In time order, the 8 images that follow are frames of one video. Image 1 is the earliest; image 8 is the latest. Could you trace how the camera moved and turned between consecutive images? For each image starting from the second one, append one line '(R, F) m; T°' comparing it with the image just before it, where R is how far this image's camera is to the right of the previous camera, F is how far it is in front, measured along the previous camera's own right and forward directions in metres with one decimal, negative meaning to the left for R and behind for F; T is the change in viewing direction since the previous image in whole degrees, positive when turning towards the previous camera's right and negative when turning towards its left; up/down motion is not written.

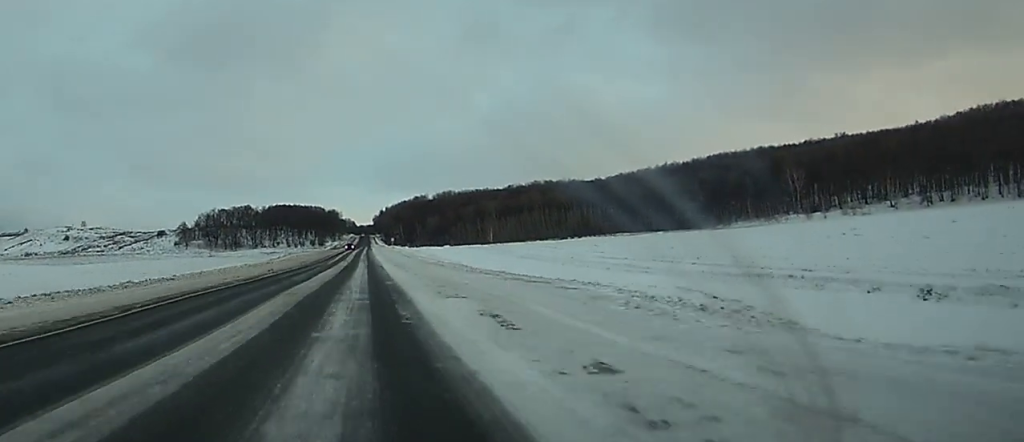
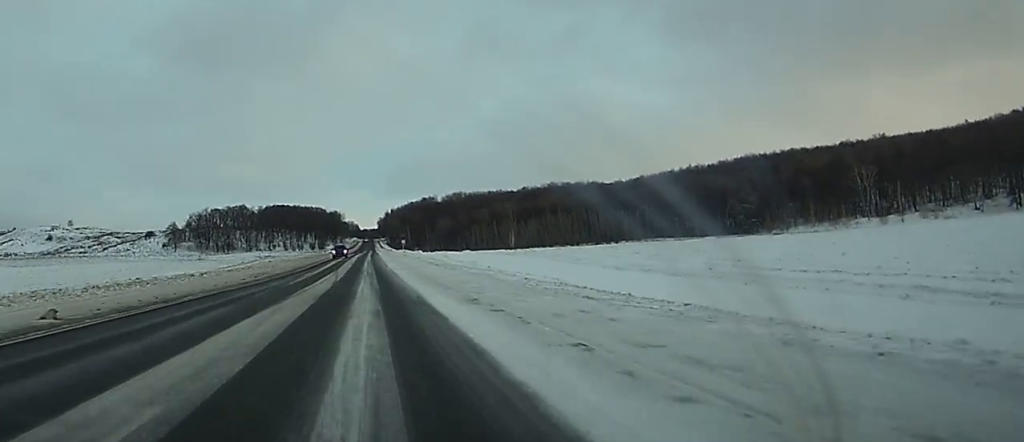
(0.0, +44.1) m; 0°
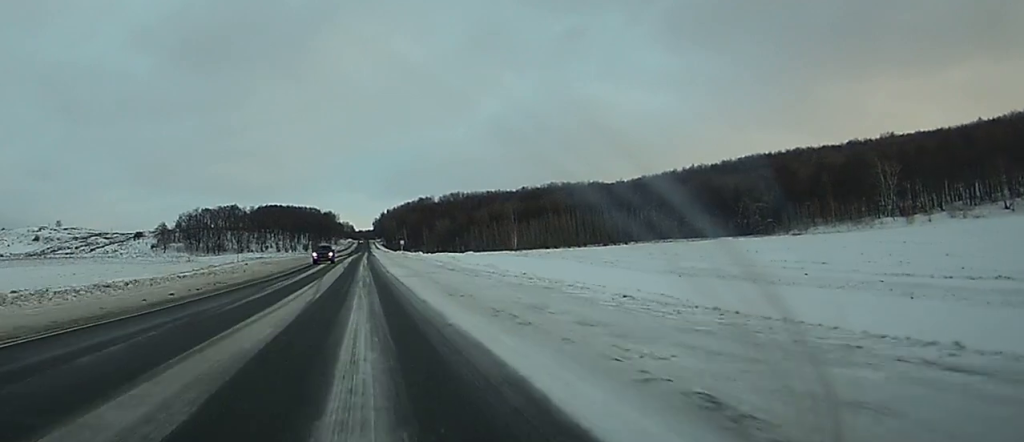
(0.0, +15.9) m; 0°
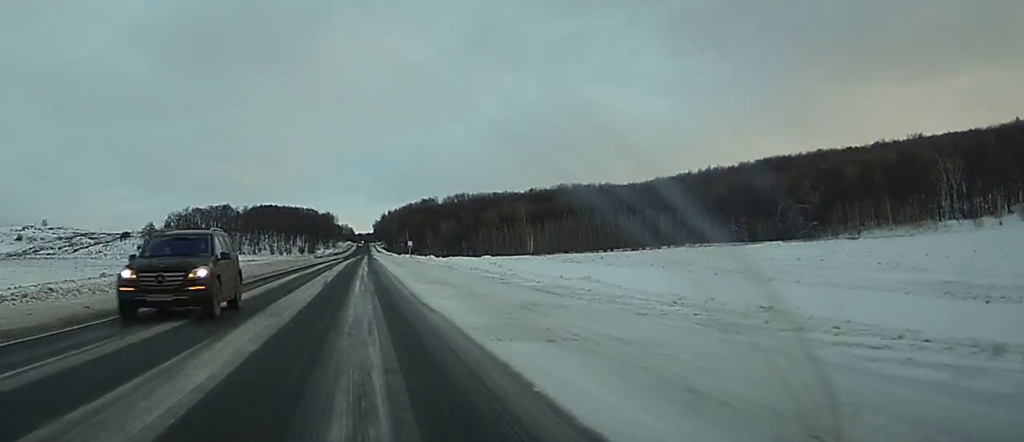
(0.0, +30.2) m; 0°
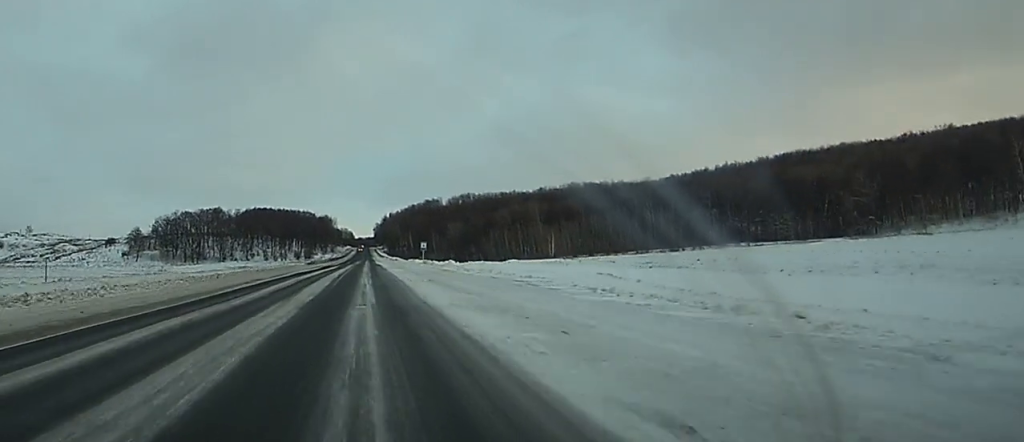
(0.0, +30.5) m; 0°
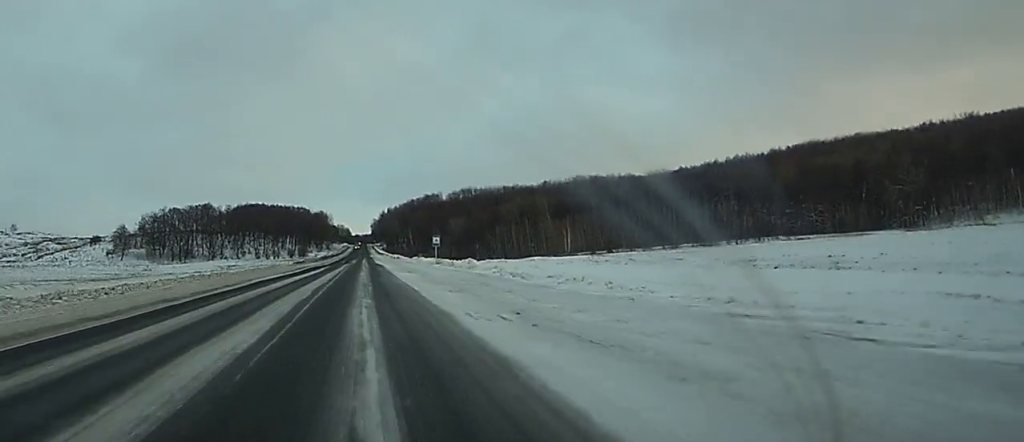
(0.0, +22.7) m; 0°
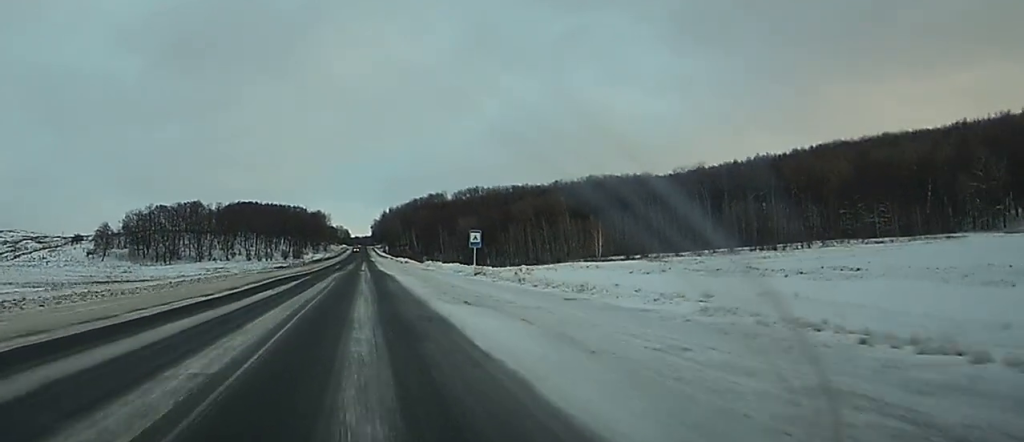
(0.0, +30.2) m; 0°
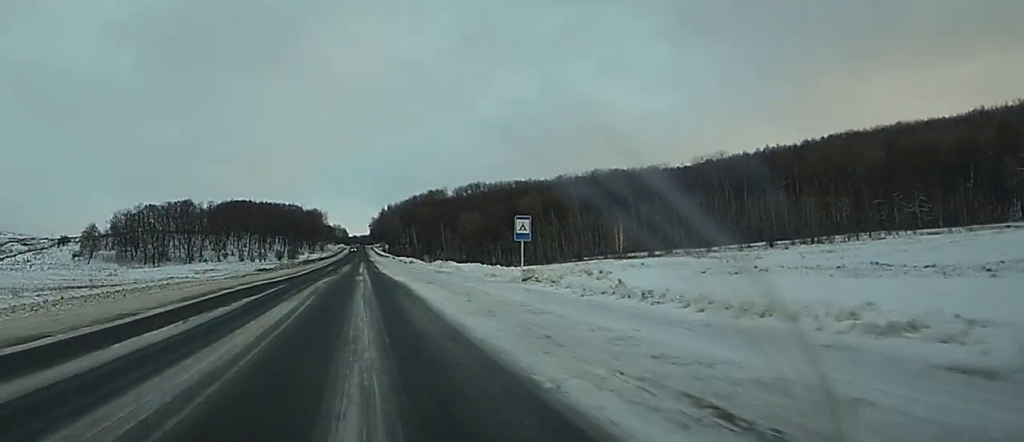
(-0.1, +17.5) m; 0°
